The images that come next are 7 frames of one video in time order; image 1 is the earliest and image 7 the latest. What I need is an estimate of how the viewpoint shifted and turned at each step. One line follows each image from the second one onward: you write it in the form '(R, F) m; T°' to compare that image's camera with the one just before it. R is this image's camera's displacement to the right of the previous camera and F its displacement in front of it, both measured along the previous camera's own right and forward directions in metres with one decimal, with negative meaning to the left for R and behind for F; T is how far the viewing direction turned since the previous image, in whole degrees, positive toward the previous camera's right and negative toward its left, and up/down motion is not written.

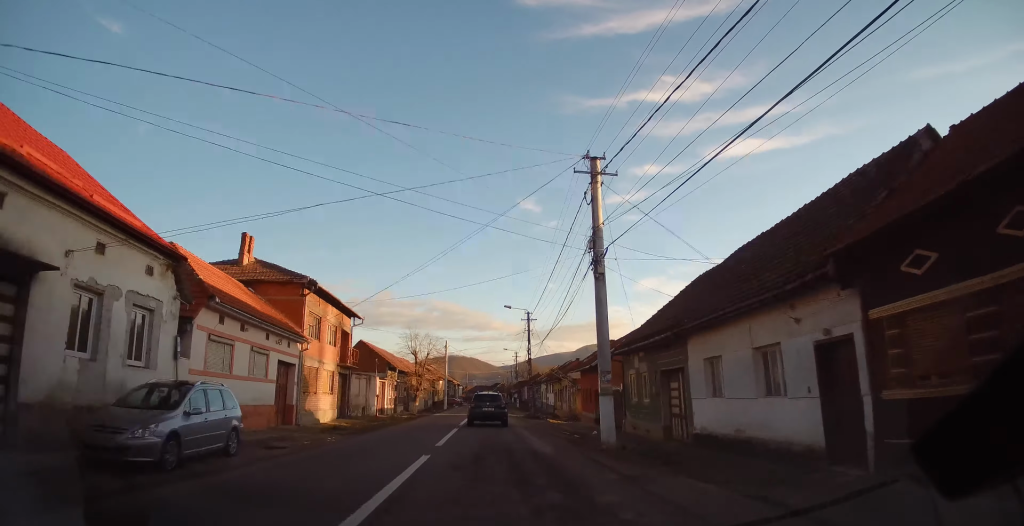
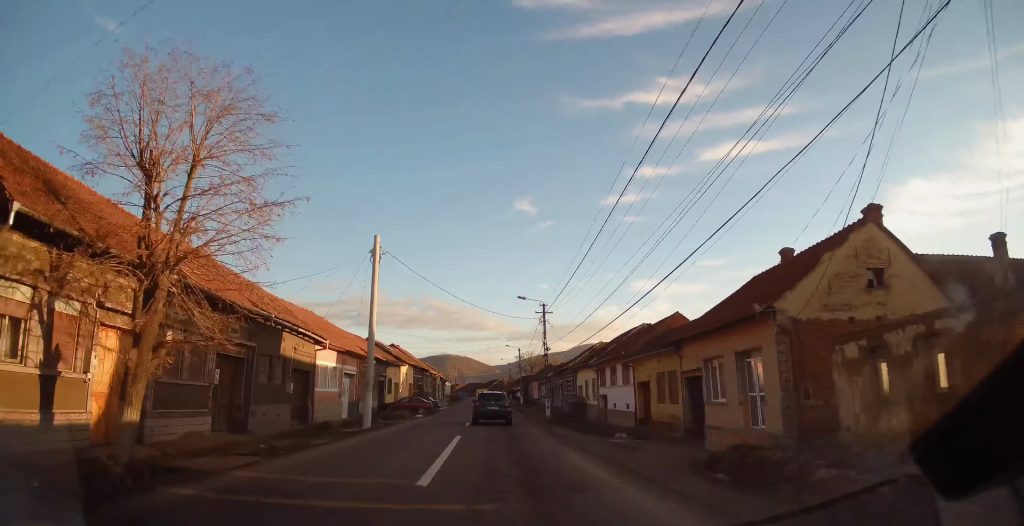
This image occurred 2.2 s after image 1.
(-0.1, +41.1) m; 0°
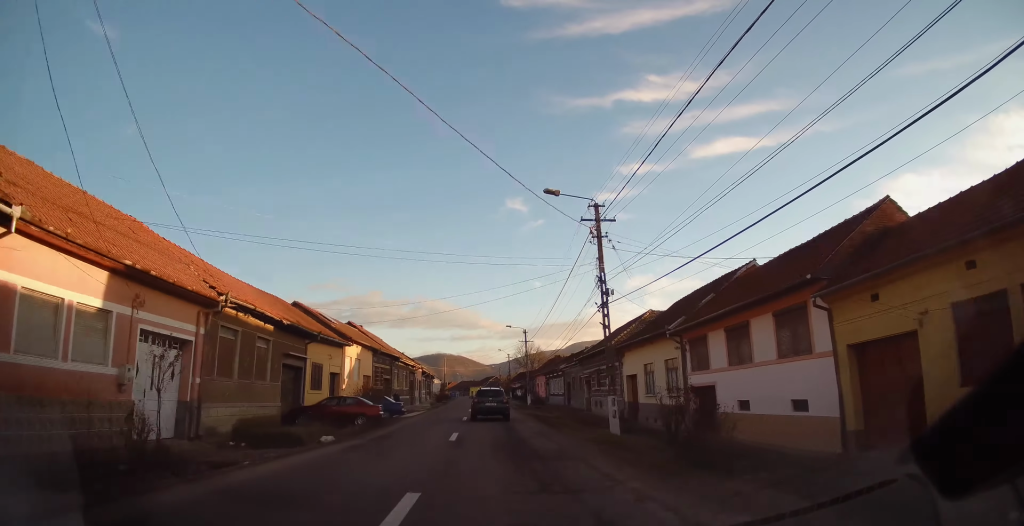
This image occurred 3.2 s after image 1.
(0.0, +20.6) m; 0°
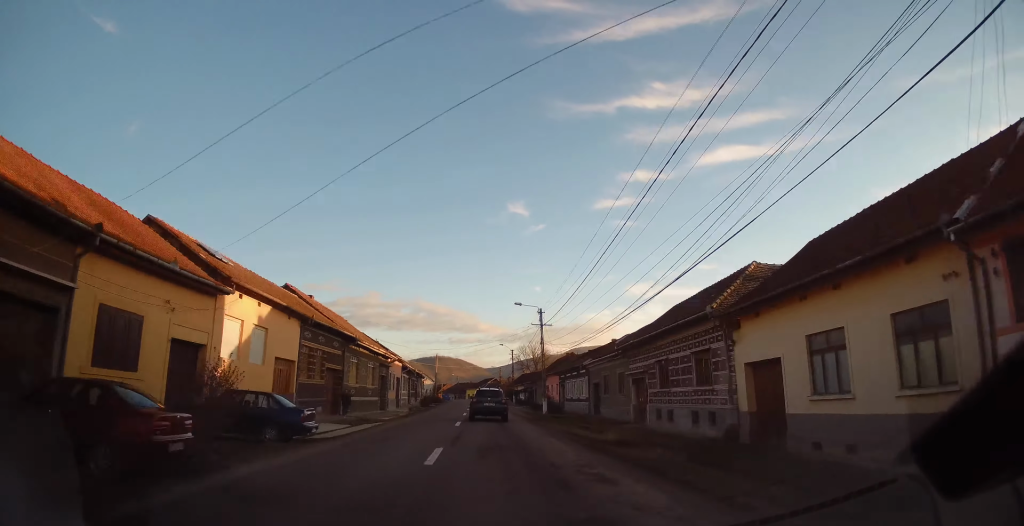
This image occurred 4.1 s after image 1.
(0.0, +16.8) m; +2°
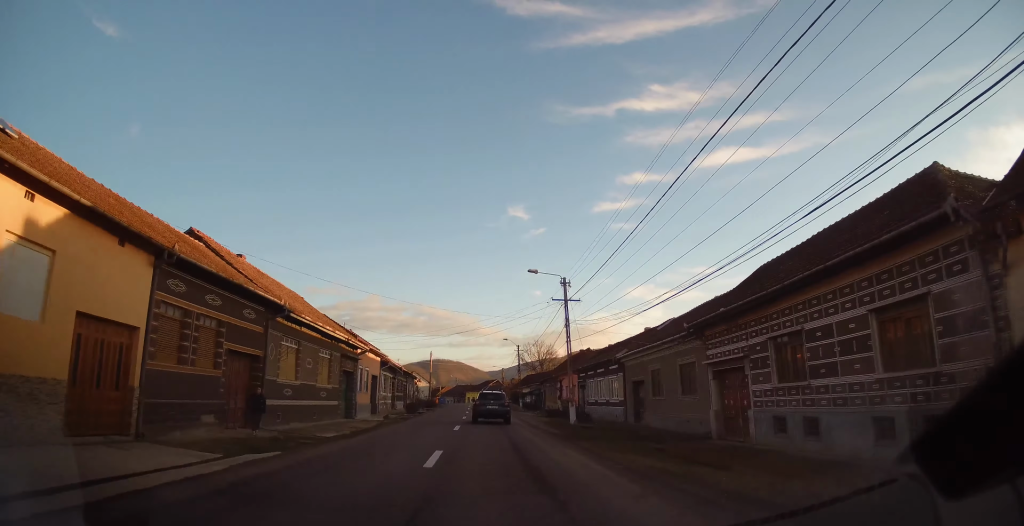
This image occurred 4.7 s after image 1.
(+0.4, +12.3) m; 0°
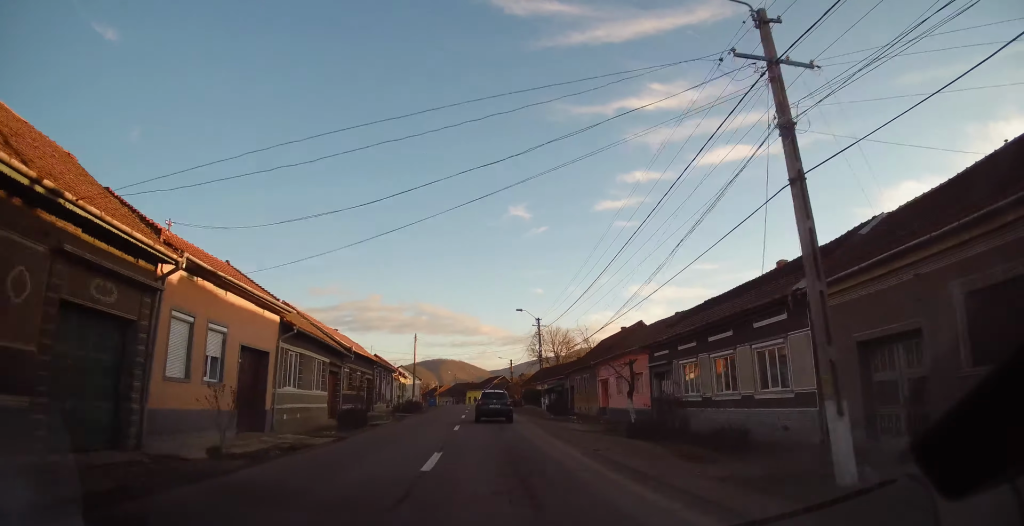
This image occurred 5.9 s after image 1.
(-0.3, +23.1) m; -2°
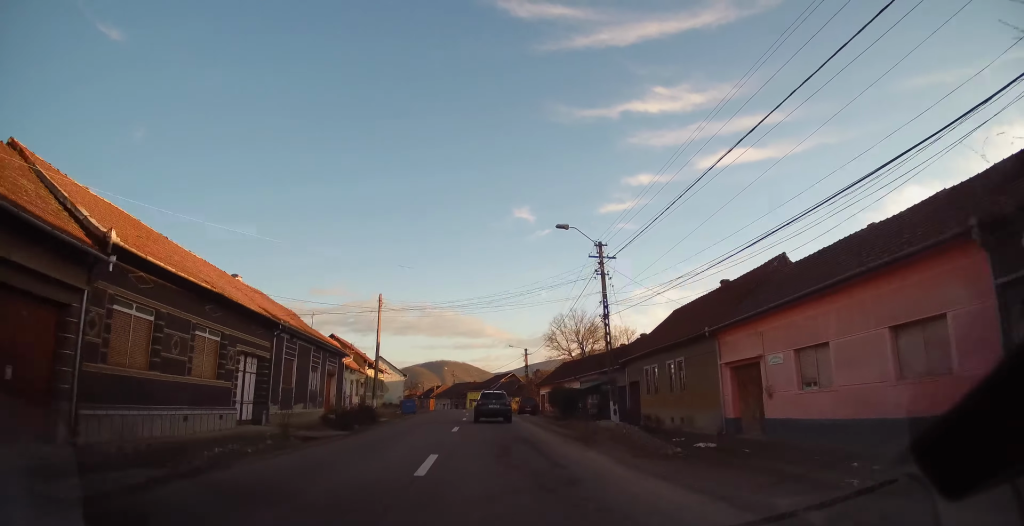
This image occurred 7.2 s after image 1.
(-0.3, +23.8) m; 0°
